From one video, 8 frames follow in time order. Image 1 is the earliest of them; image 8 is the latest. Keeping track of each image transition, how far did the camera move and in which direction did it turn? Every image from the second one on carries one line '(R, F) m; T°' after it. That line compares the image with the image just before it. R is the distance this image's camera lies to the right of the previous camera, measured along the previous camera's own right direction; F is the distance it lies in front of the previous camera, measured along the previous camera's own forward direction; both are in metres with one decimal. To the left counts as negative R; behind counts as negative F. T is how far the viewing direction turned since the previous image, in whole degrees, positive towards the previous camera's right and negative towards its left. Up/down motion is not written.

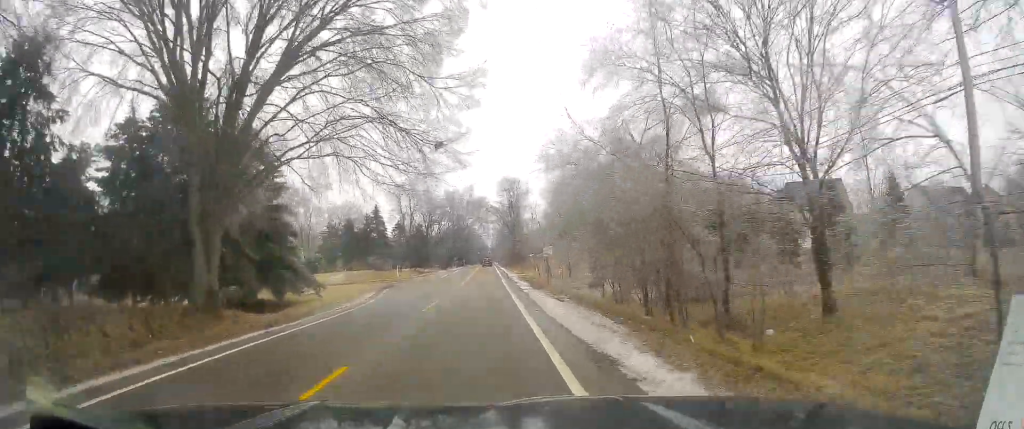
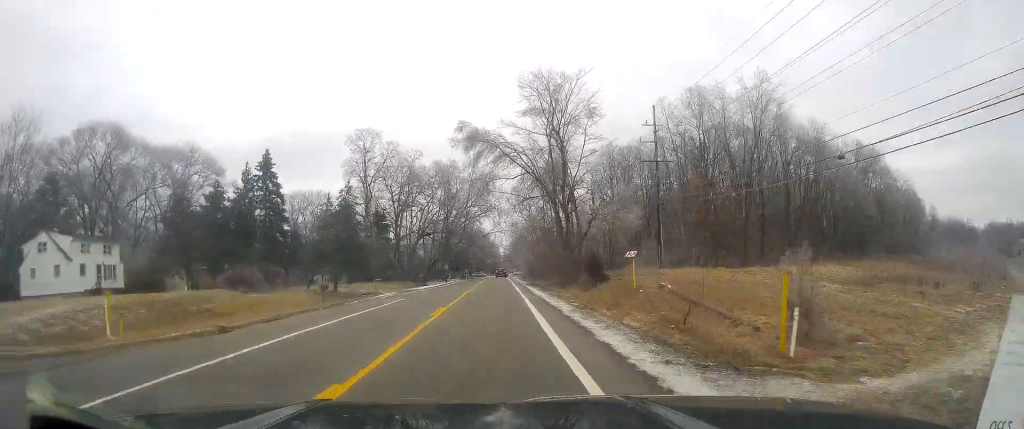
(+0.1, +64.7) m; -1°
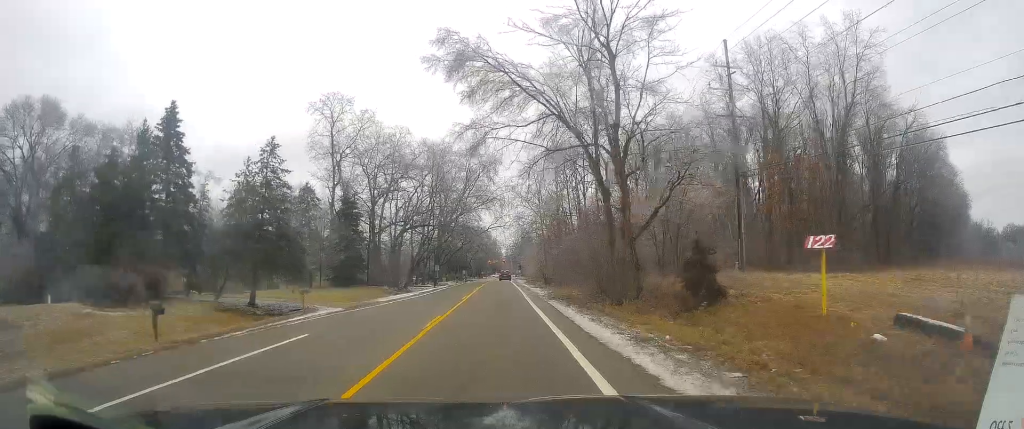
(+0.3, +19.8) m; +1°
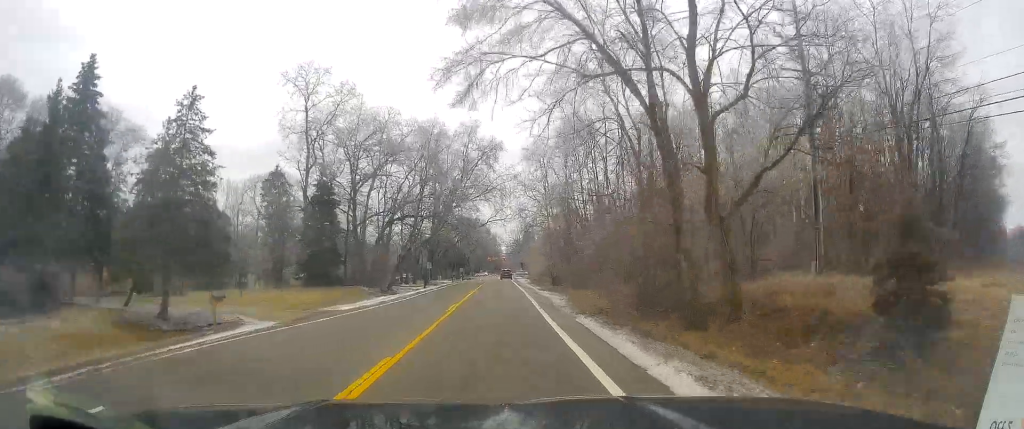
(0.0, +10.5) m; -1°
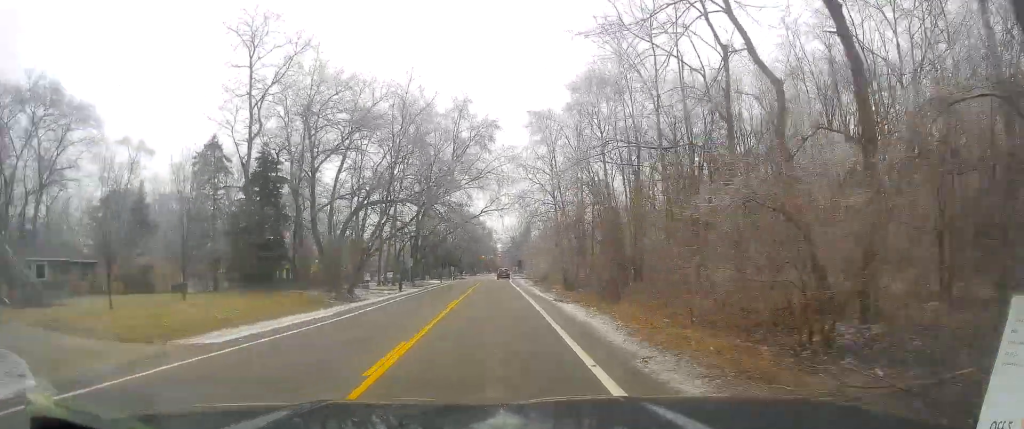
(-0.1, +14.6) m; -1°
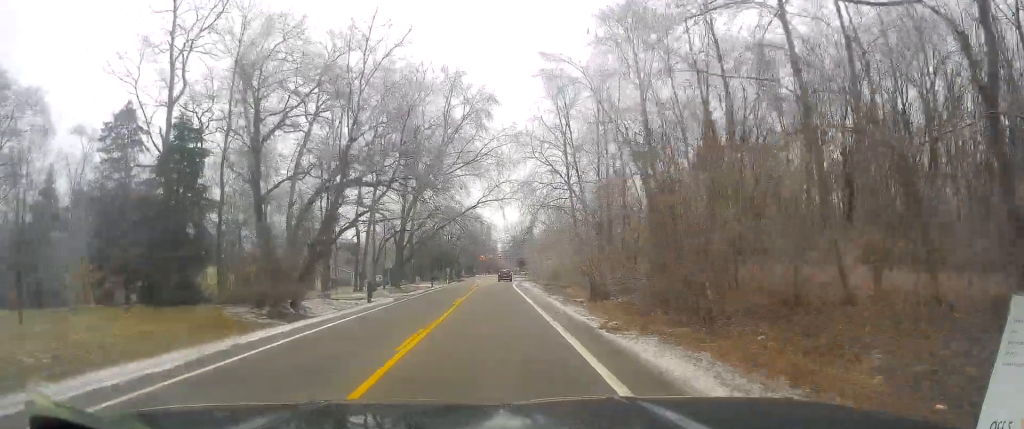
(-0.3, +13.5) m; 0°
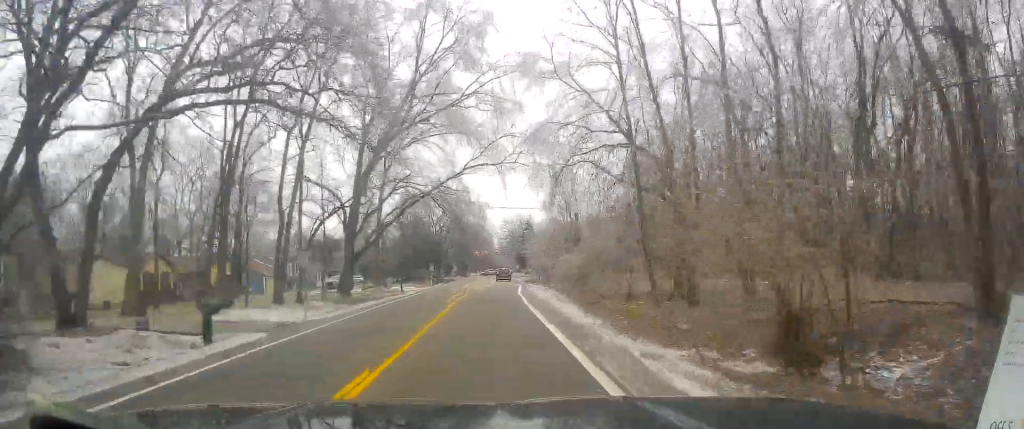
(+0.4, +23.4) m; +1°
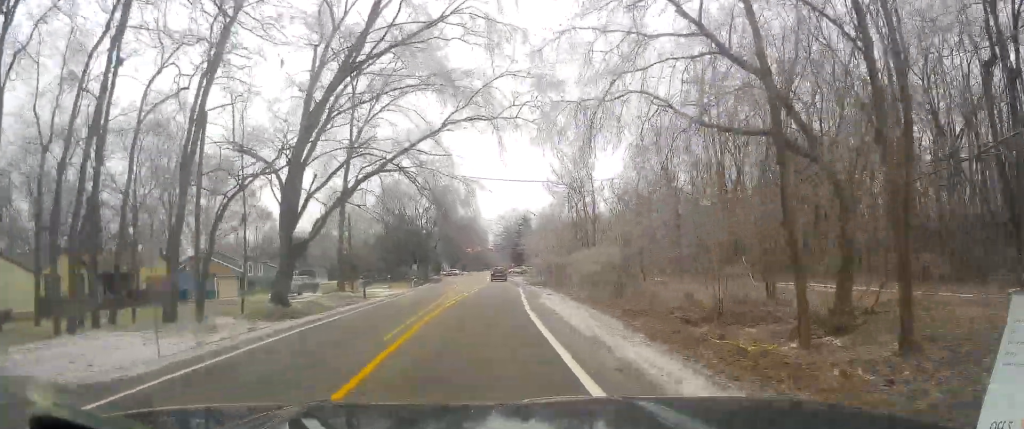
(-0.1, +13.9) m; 0°
